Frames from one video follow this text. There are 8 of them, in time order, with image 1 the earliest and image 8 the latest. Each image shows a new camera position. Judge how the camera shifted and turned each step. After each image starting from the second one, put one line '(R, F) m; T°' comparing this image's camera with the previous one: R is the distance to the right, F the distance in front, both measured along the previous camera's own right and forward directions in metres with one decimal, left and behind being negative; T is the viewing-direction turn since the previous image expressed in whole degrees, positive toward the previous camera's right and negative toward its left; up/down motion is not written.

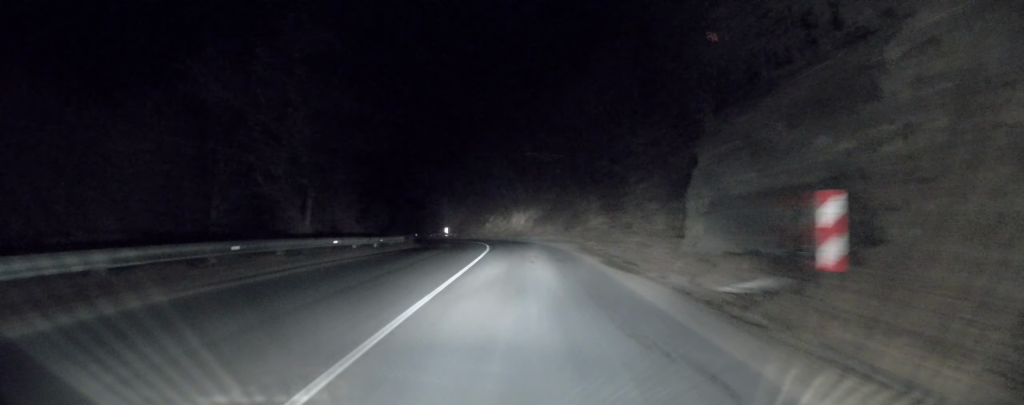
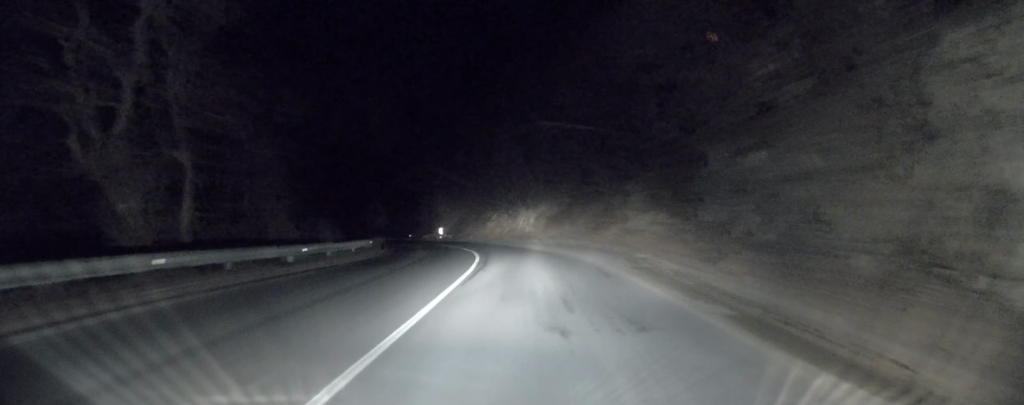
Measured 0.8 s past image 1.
(+0.2, +11.5) m; 0°
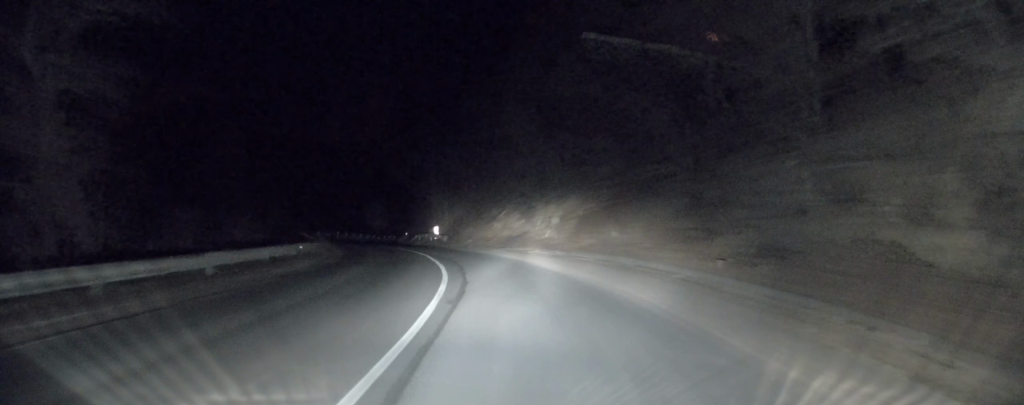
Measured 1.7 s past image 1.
(-0.2, +13.5) m; -2°
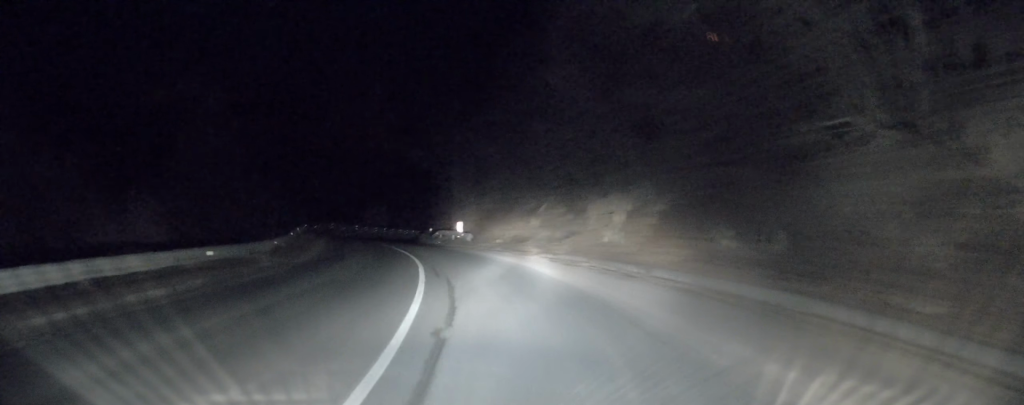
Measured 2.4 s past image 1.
(-0.1, +9.4) m; -3°
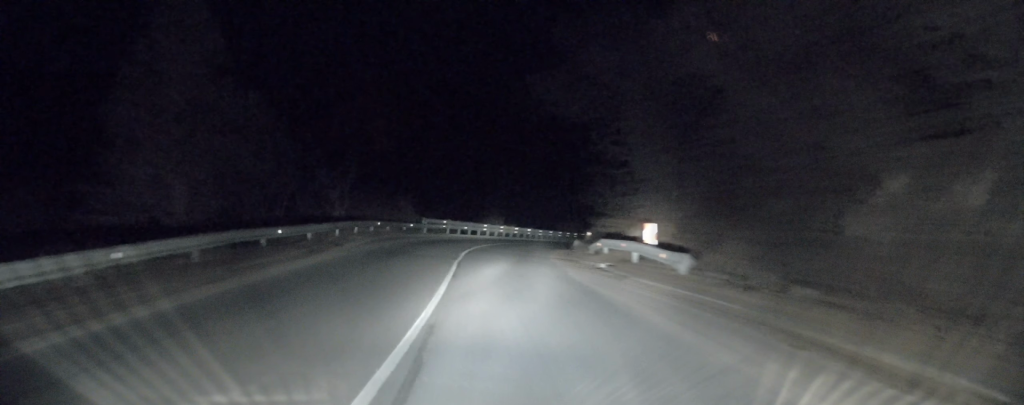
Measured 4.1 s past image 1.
(-3.1, +22.2) m; -16°
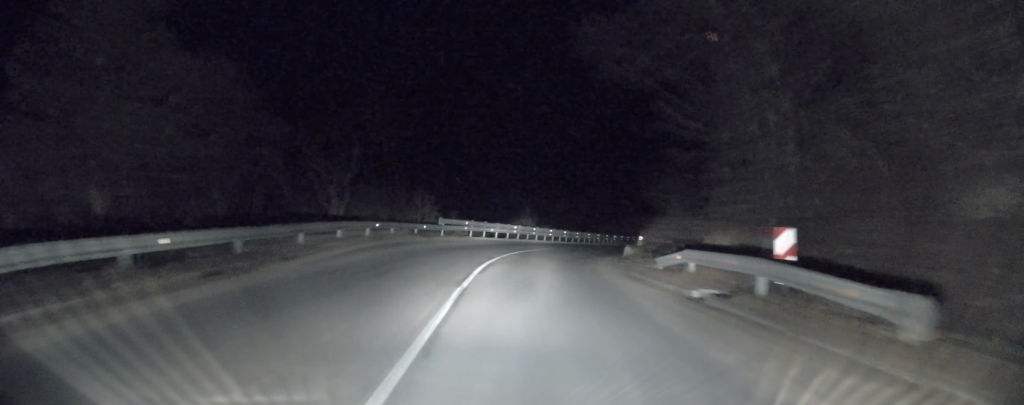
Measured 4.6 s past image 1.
(-0.9, +7.4) m; -3°
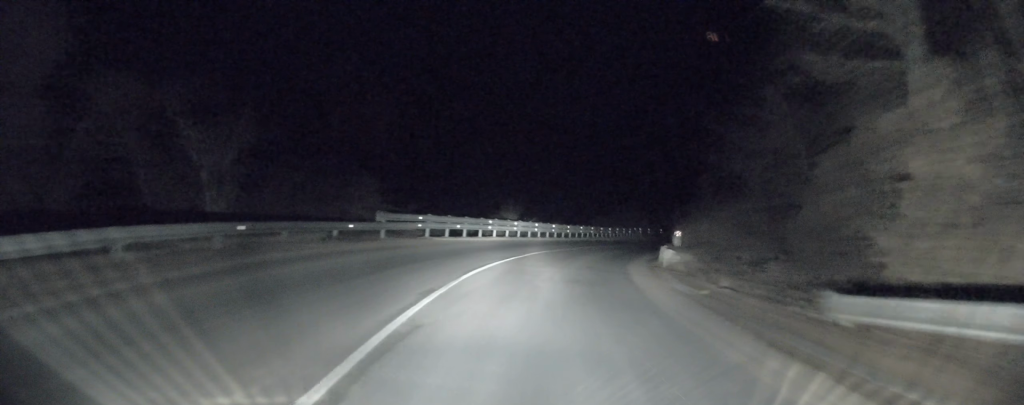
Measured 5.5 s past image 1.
(+0.7, +11.8) m; +5°
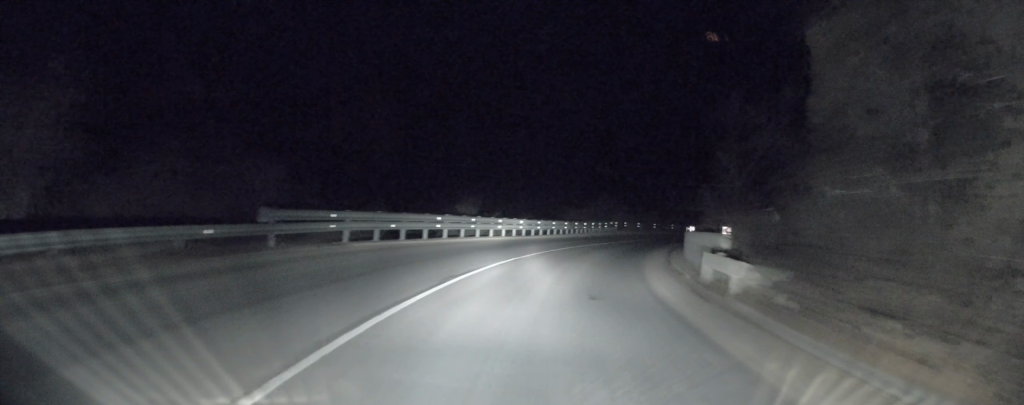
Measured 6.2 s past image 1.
(+0.3, +8.9) m; +2°
